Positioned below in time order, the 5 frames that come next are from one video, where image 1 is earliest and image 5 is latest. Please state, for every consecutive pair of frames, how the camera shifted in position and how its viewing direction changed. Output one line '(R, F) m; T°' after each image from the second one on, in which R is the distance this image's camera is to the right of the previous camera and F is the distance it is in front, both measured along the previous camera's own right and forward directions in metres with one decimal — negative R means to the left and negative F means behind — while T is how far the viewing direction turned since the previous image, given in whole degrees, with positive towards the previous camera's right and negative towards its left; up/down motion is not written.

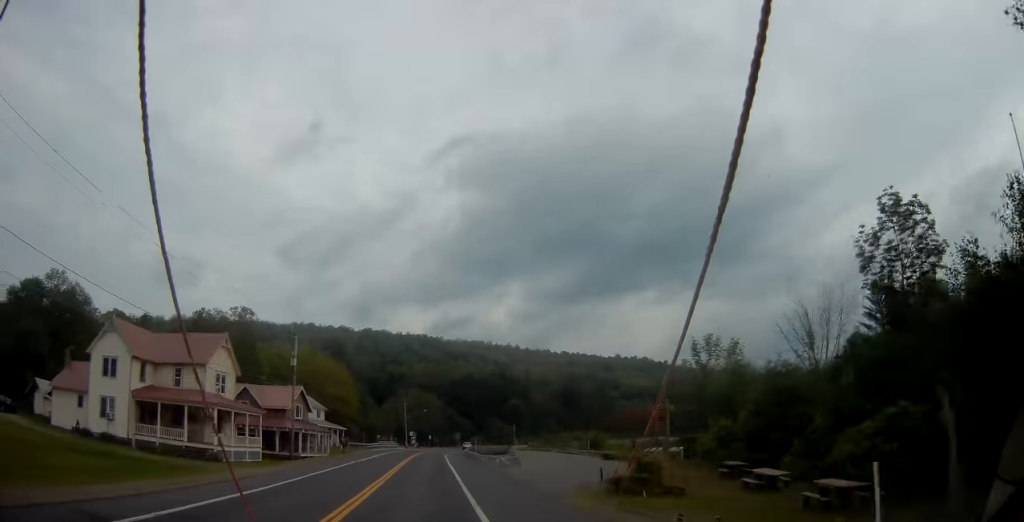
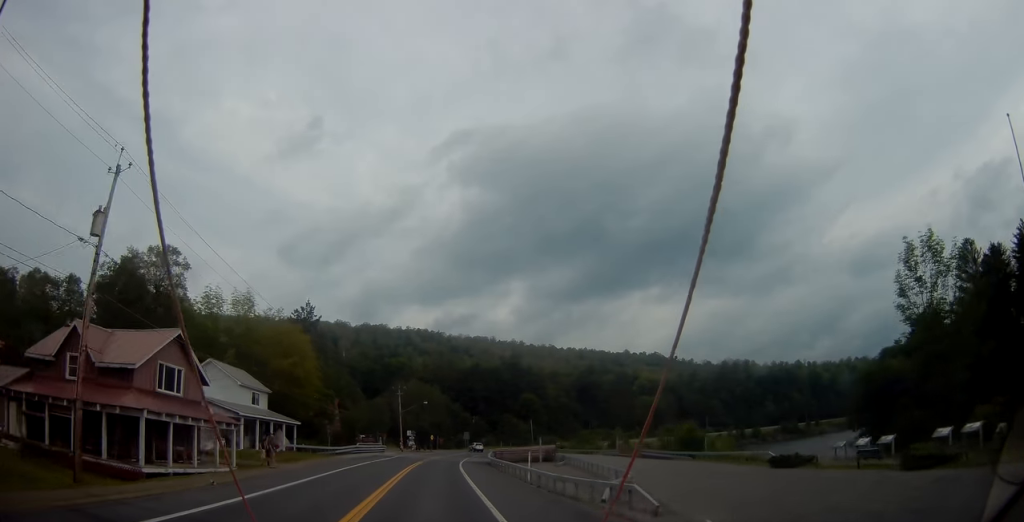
(+0.1, +30.5) m; 0°
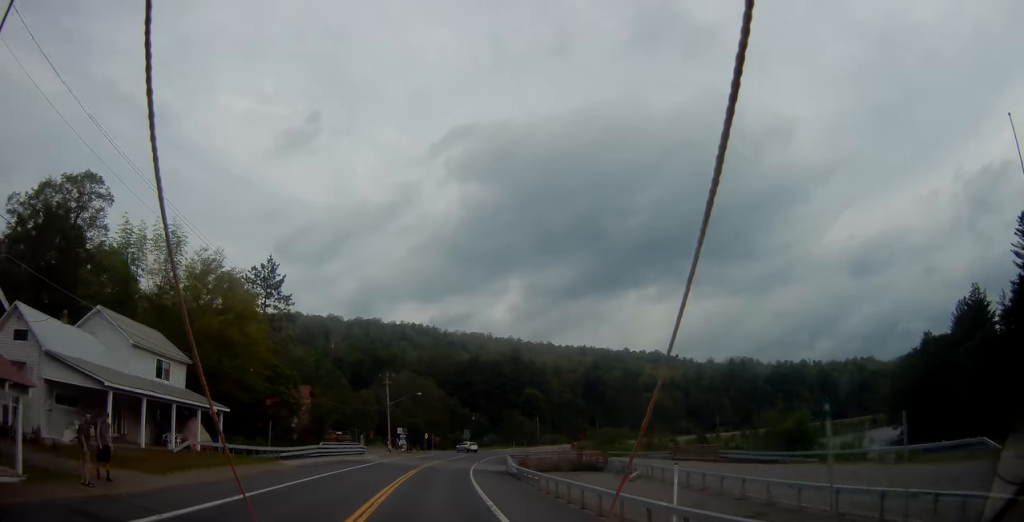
(0.0, +17.9) m; +1°
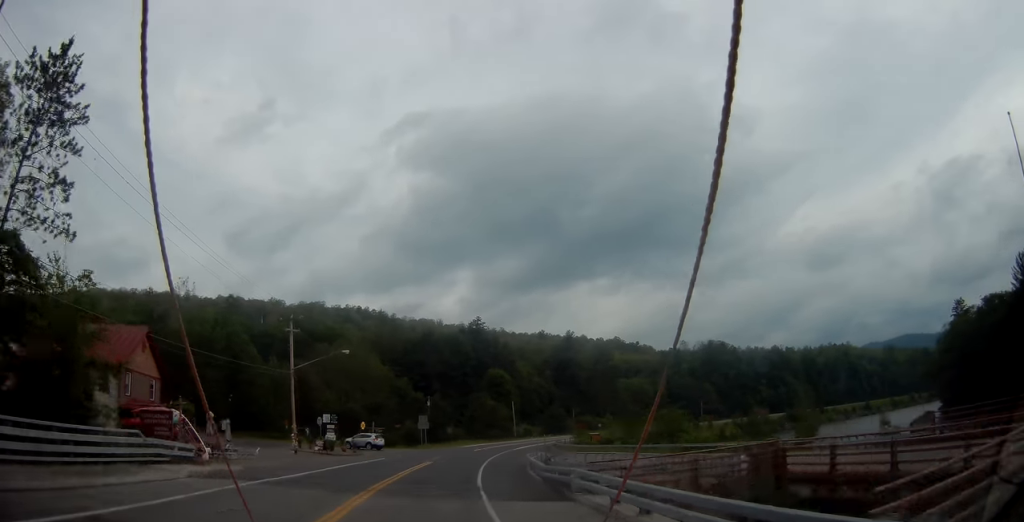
(+0.7, +35.3) m; +4°
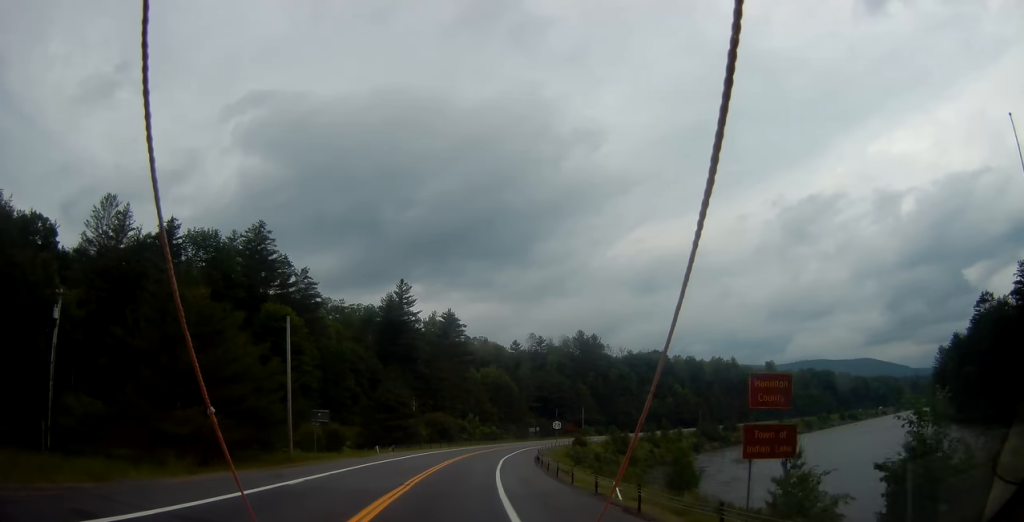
(+13.0, +81.5) m; +19°
